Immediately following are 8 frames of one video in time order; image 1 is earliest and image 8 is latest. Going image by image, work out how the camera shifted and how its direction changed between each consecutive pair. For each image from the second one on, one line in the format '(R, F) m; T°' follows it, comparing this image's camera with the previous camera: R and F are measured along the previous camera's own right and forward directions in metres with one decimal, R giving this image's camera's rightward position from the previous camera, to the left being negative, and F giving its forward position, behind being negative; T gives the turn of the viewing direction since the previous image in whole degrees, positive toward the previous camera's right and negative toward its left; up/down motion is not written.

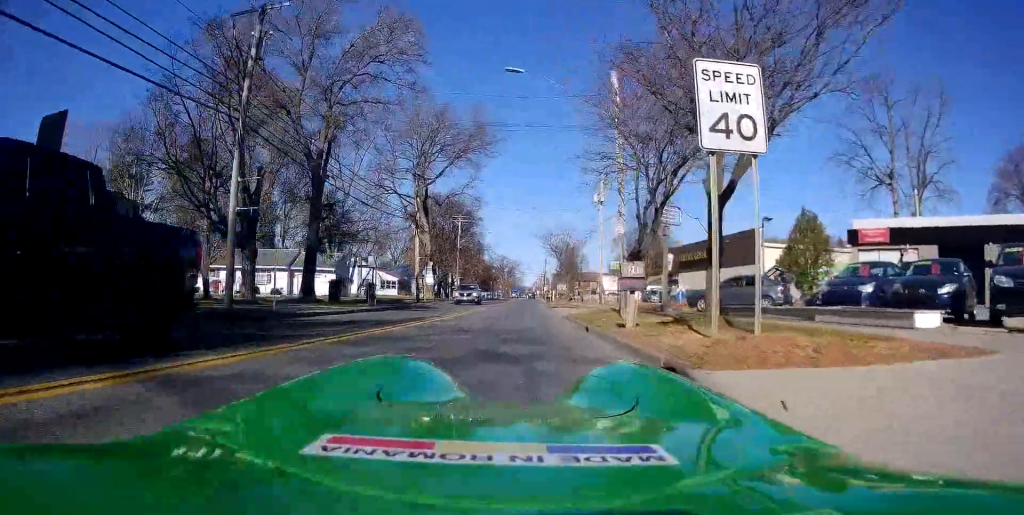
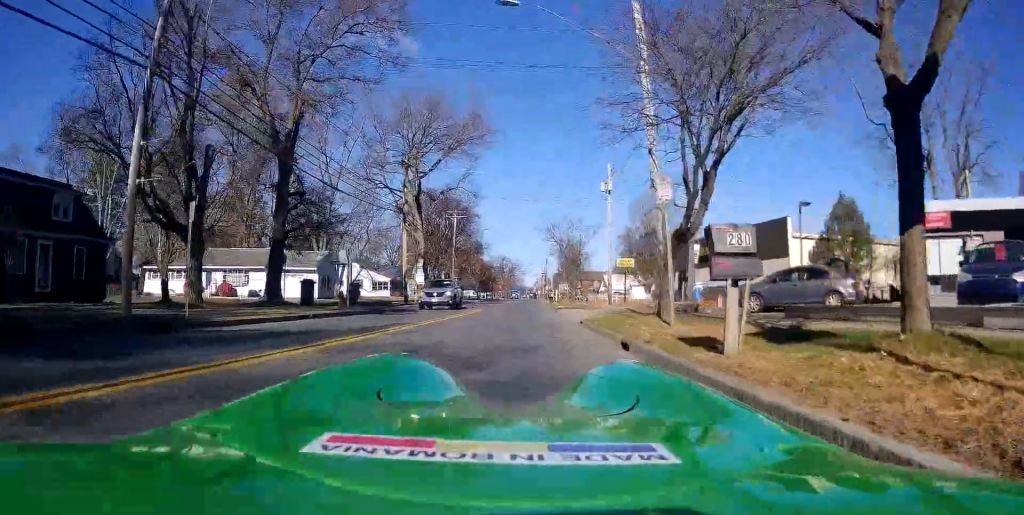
(0.0, +5.4) m; 0°
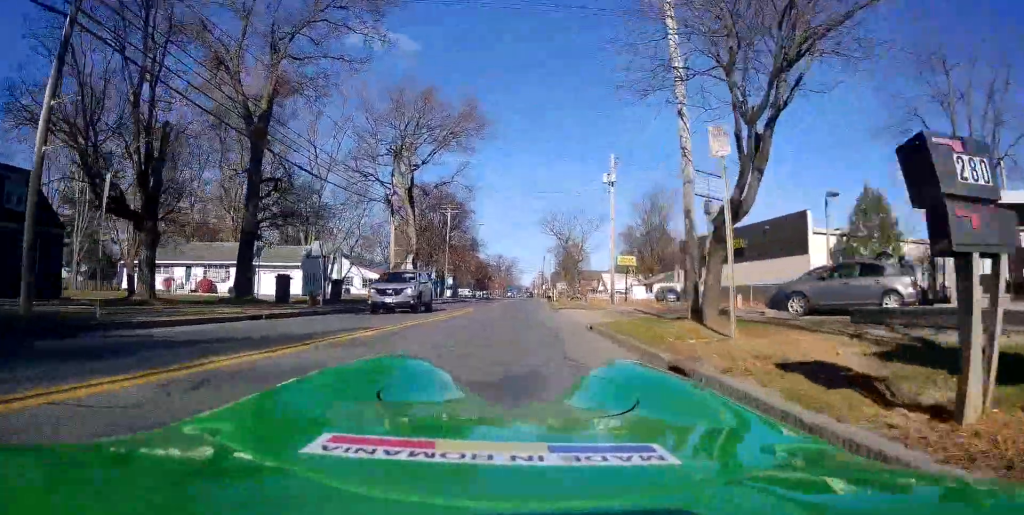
(0.0, +3.2) m; 0°
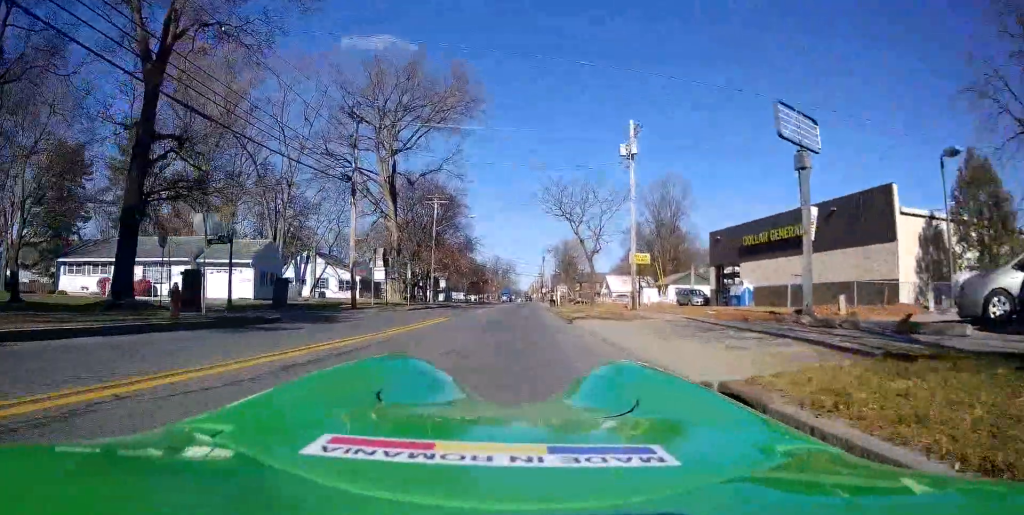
(0.0, +9.6) m; 0°
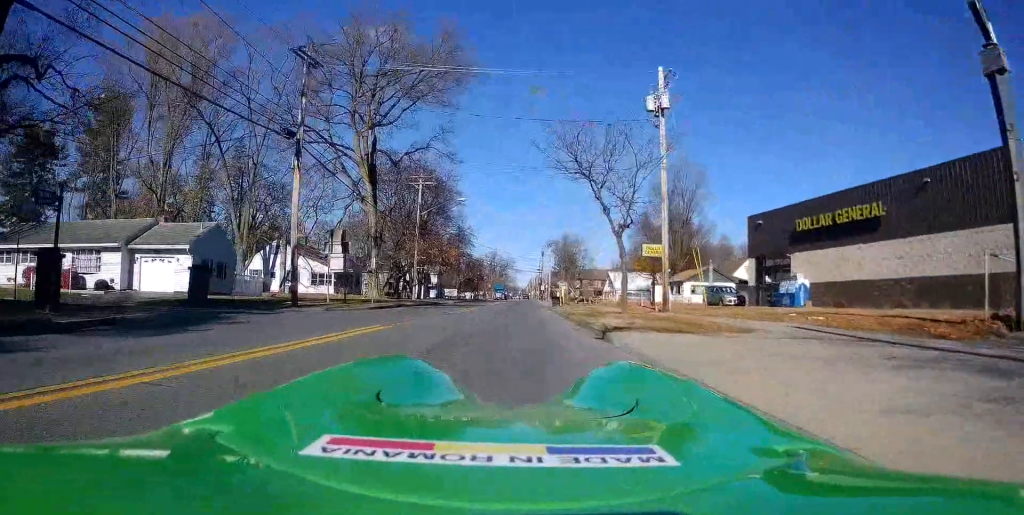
(0.0, +8.3) m; 0°
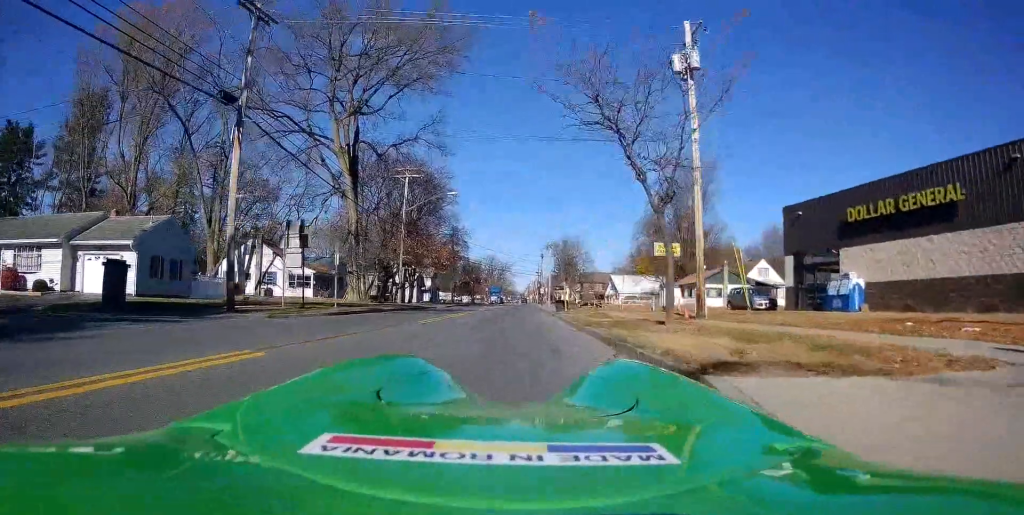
(0.0, +5.8) m; 0°
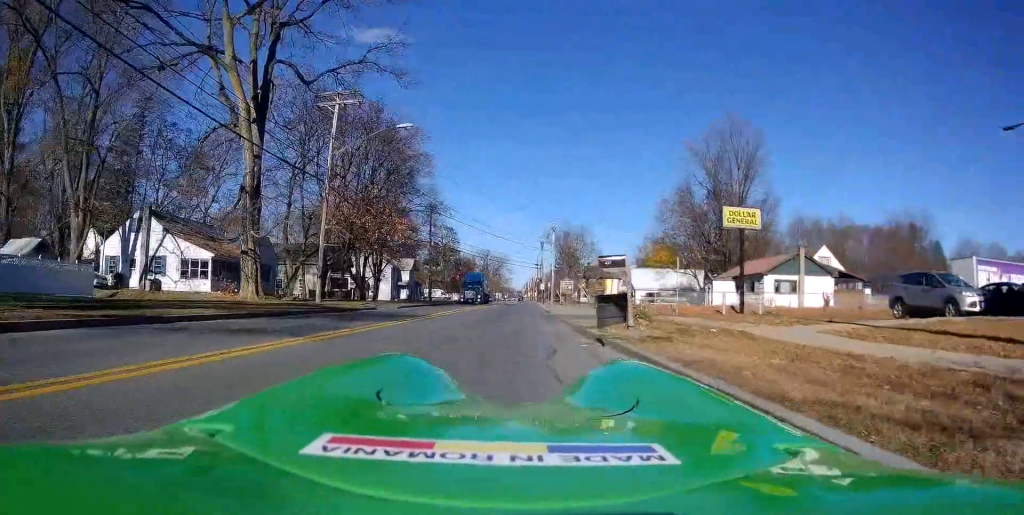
(0.0, +18.5) m; 0°
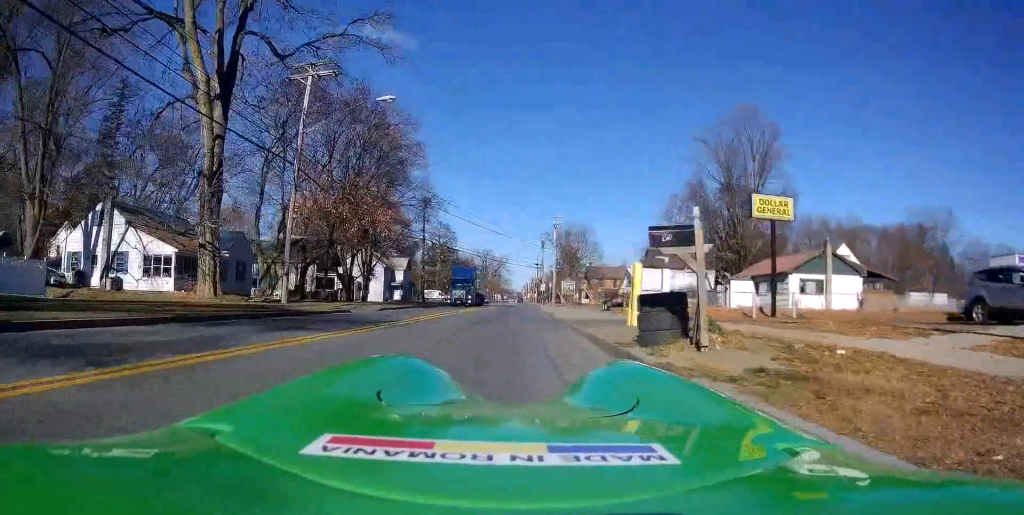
(0.0, +4.5) m; 0°
